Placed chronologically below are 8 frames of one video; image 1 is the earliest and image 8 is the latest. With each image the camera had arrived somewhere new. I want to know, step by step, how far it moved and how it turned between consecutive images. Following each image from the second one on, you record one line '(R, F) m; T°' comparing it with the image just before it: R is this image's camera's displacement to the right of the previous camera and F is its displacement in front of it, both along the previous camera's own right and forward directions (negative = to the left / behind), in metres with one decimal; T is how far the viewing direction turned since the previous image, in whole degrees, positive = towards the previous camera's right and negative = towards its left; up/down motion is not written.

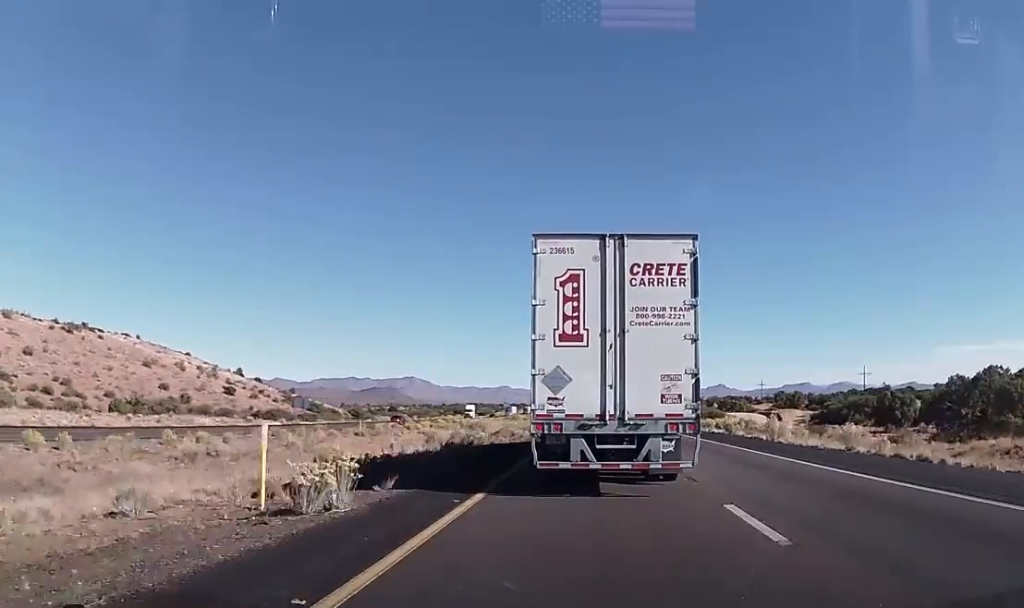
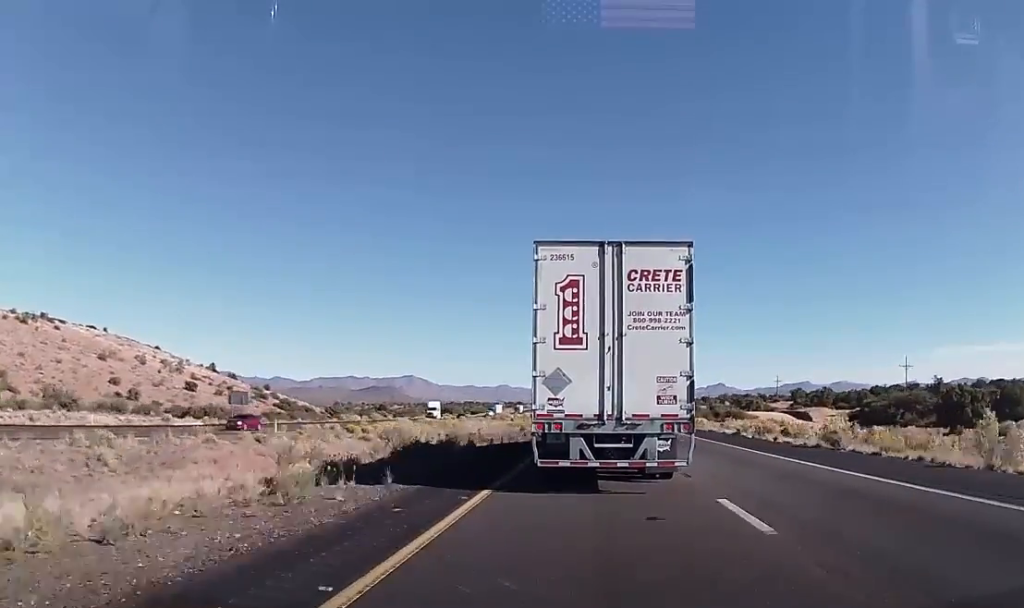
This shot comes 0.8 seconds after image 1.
(-0.5, +23.9) m; 0°
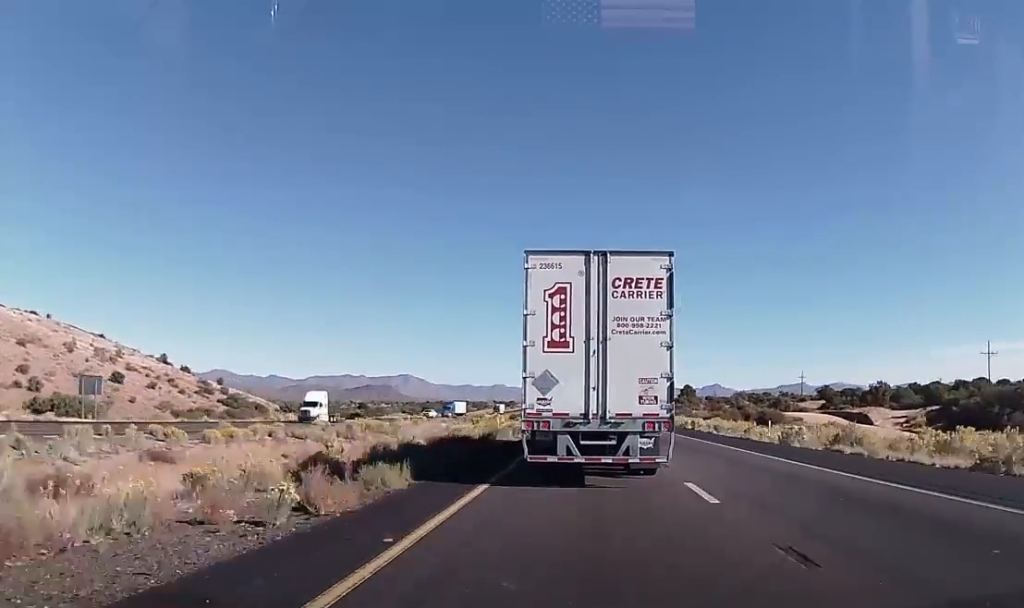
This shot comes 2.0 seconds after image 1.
(+0.4, +34.2) m; +1°
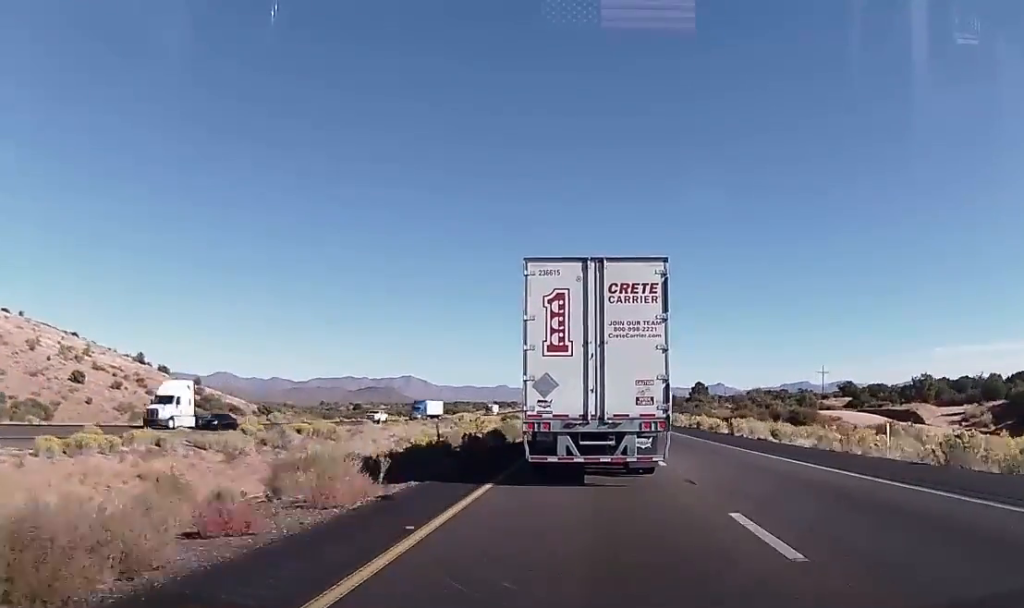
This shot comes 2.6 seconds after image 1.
(0.0, +17.0) m; 0°
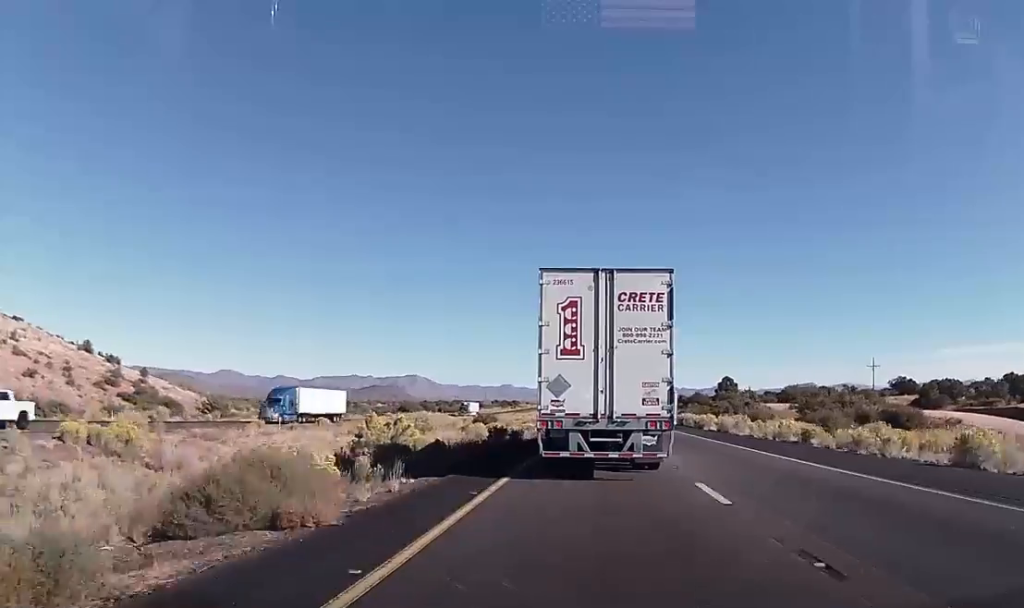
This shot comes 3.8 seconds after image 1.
(0.0, +32.8) m; -1°
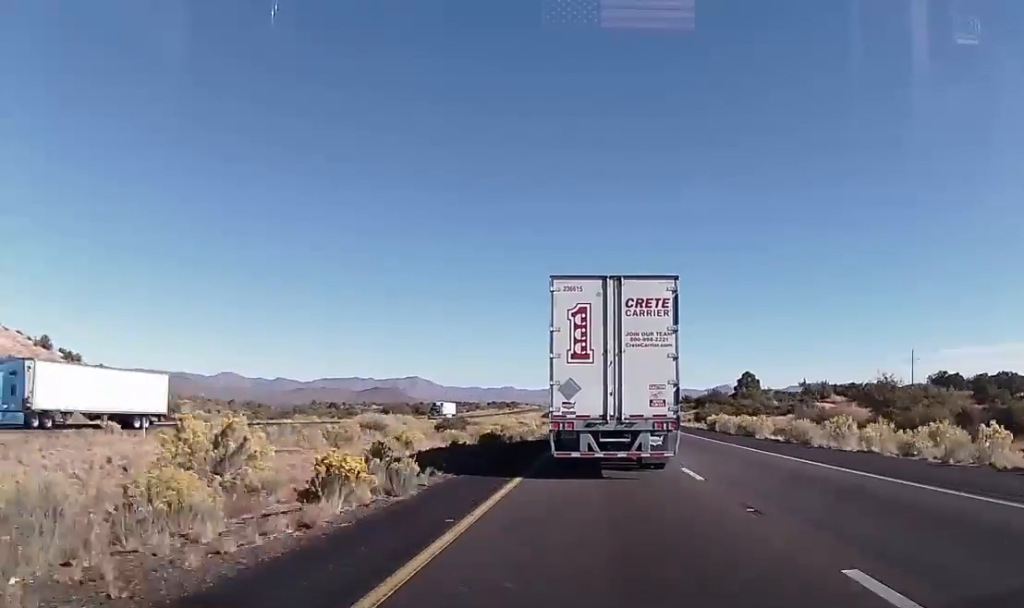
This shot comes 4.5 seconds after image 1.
(-0.2, +20.6) m; 0°
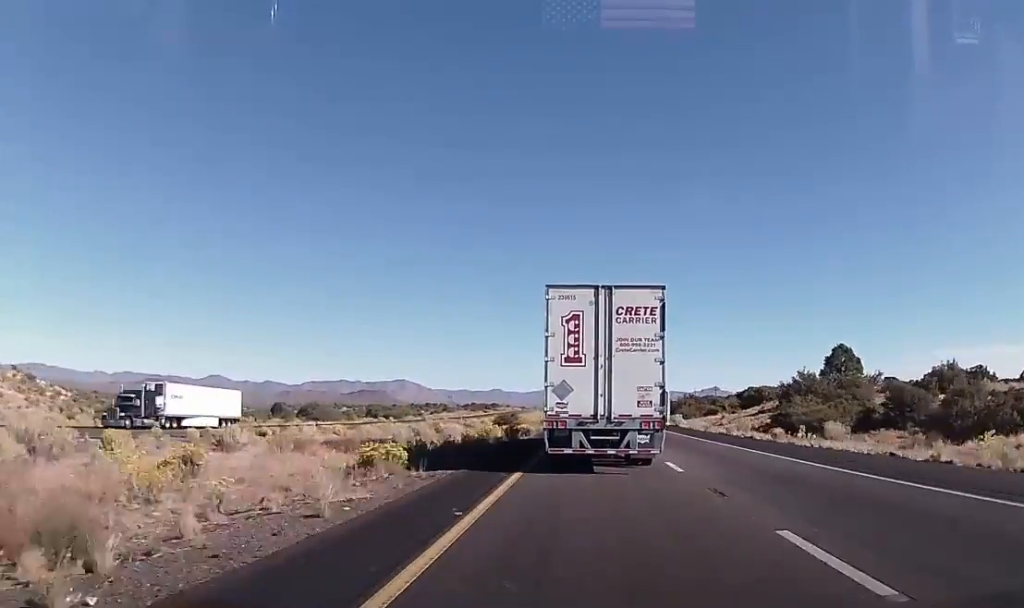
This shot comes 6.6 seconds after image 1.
(+0.4, +59.6) m; +1°
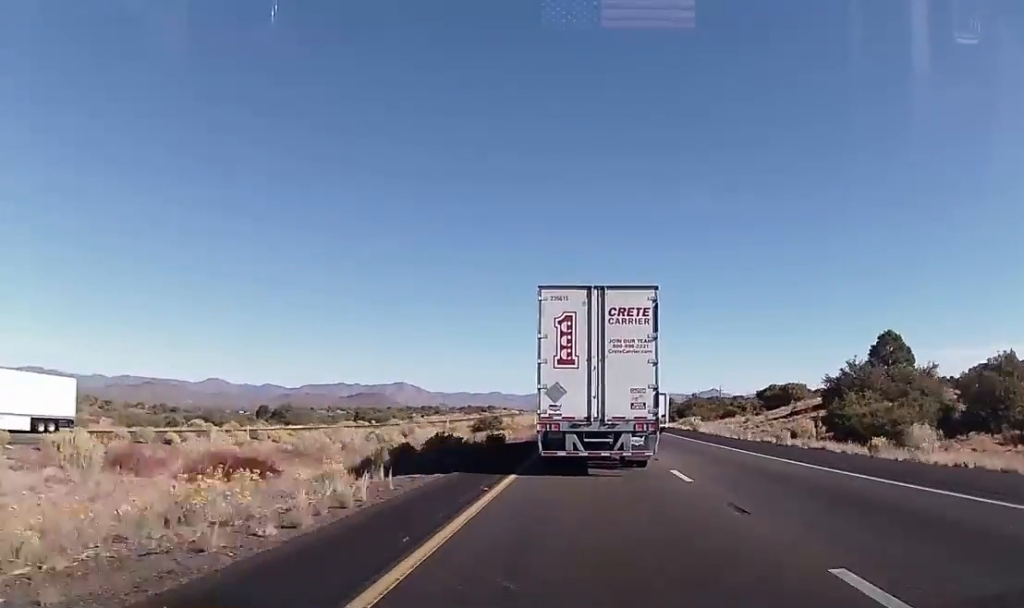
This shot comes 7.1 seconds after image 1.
(-0.1, +14.4) m; 0°
